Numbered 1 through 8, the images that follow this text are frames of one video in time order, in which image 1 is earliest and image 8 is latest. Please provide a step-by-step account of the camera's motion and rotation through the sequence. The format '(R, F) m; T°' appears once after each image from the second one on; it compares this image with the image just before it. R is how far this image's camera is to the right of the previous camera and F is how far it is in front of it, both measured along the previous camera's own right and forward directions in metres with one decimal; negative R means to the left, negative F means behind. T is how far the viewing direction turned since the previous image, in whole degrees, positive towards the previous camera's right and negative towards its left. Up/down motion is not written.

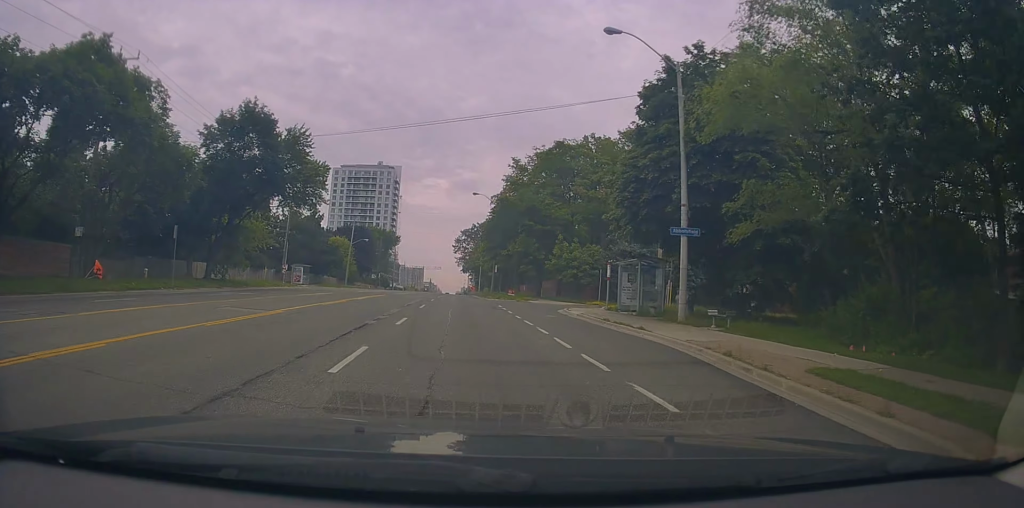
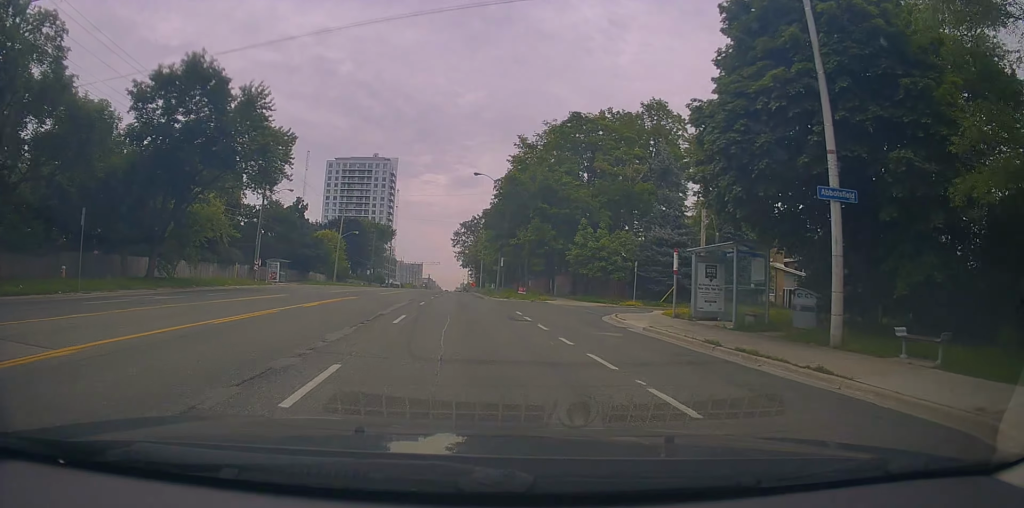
(+0.2, +9.8) m; +2°
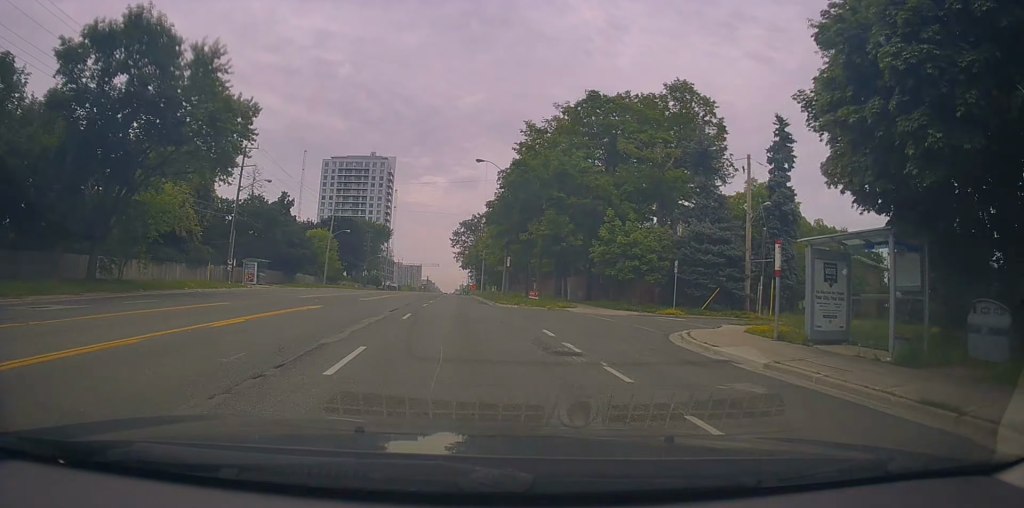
(+0.1, +7.0) m; +1°
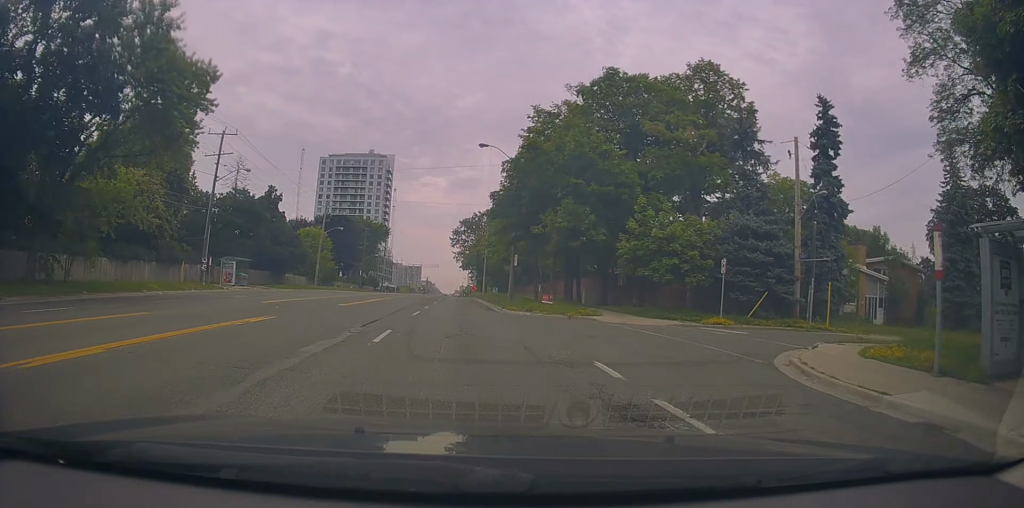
(+0.2, +5.8) m; 0°
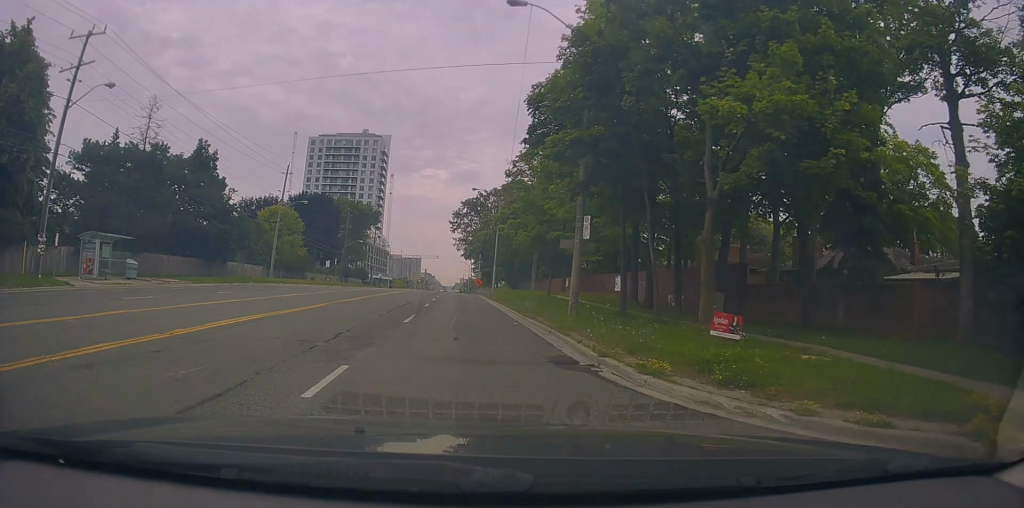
(-0.5, +21.7) m; -3°
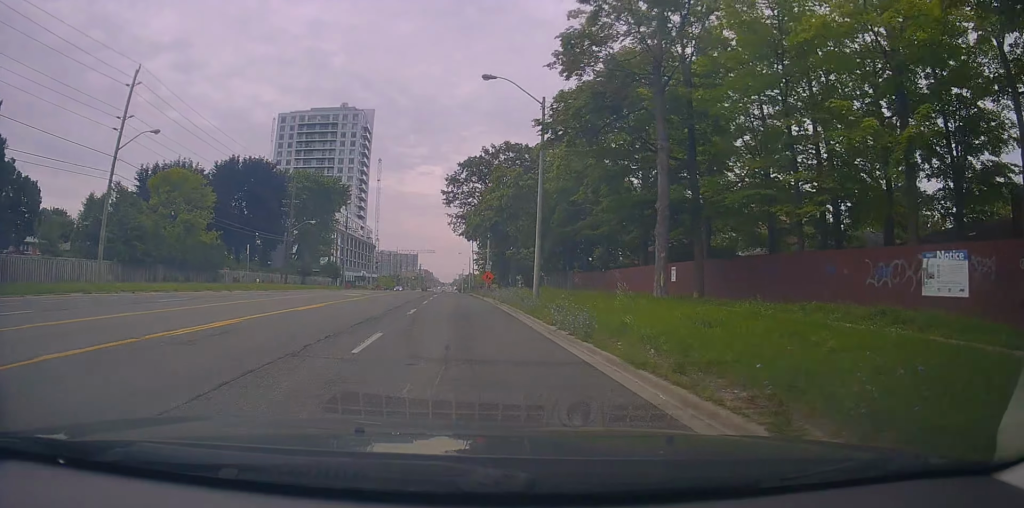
(+0.8, +34.0) m; +1°
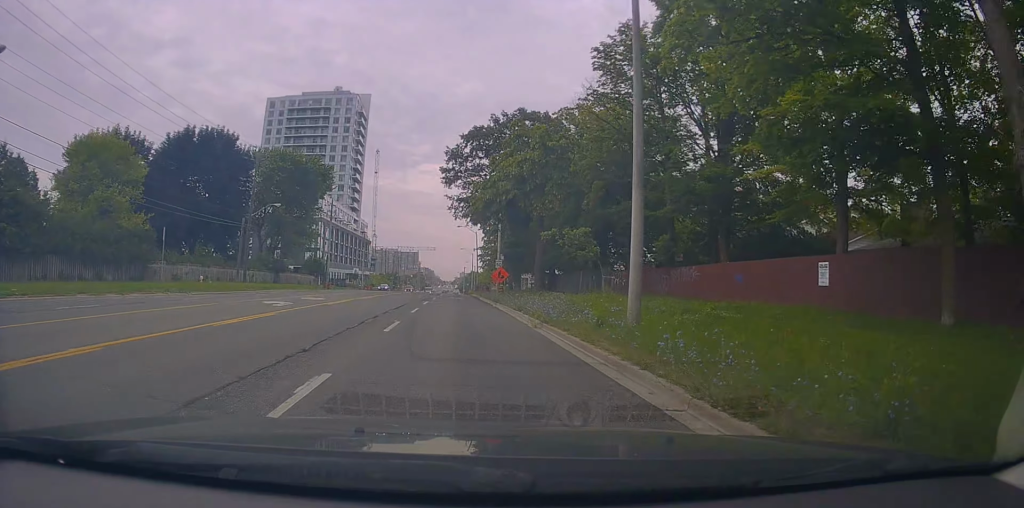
(-0.5, +14.8) m; -2°
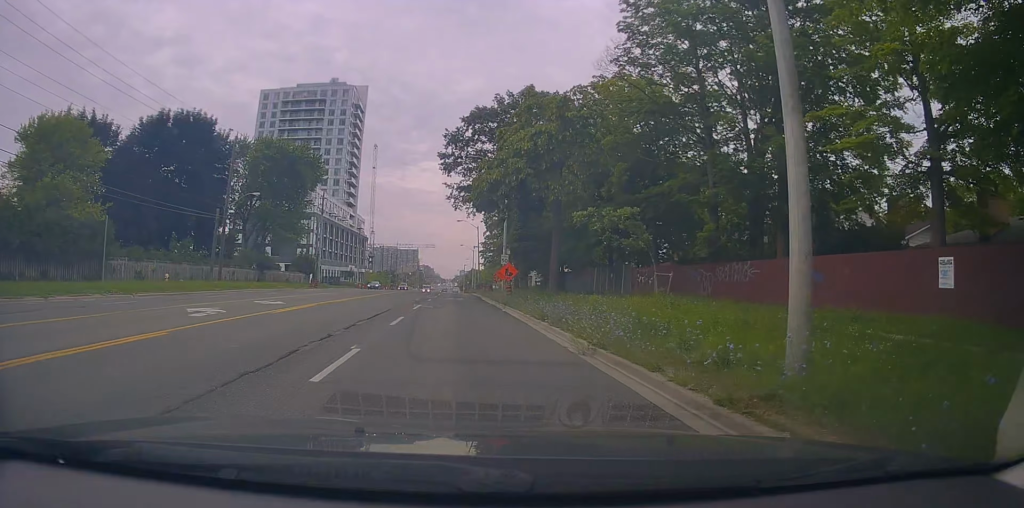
(-0.2, +6.6) m; 0°
